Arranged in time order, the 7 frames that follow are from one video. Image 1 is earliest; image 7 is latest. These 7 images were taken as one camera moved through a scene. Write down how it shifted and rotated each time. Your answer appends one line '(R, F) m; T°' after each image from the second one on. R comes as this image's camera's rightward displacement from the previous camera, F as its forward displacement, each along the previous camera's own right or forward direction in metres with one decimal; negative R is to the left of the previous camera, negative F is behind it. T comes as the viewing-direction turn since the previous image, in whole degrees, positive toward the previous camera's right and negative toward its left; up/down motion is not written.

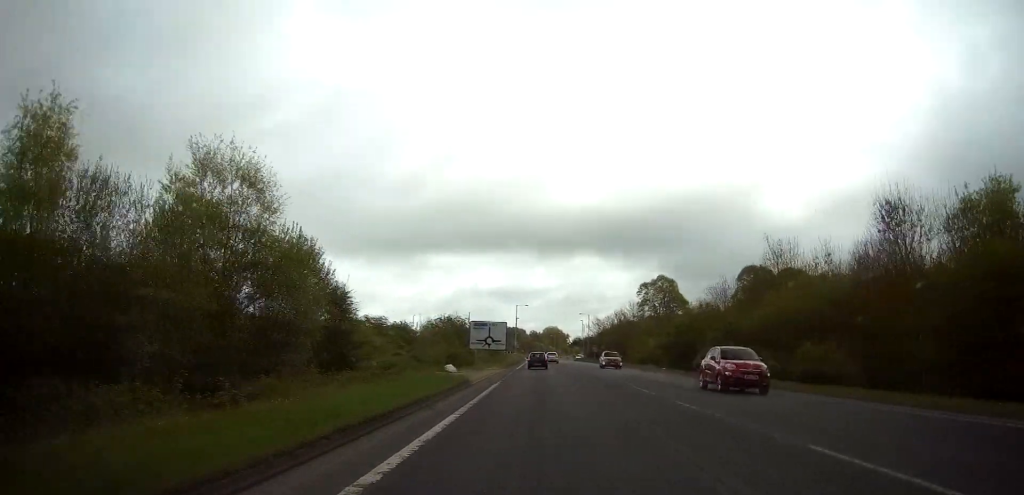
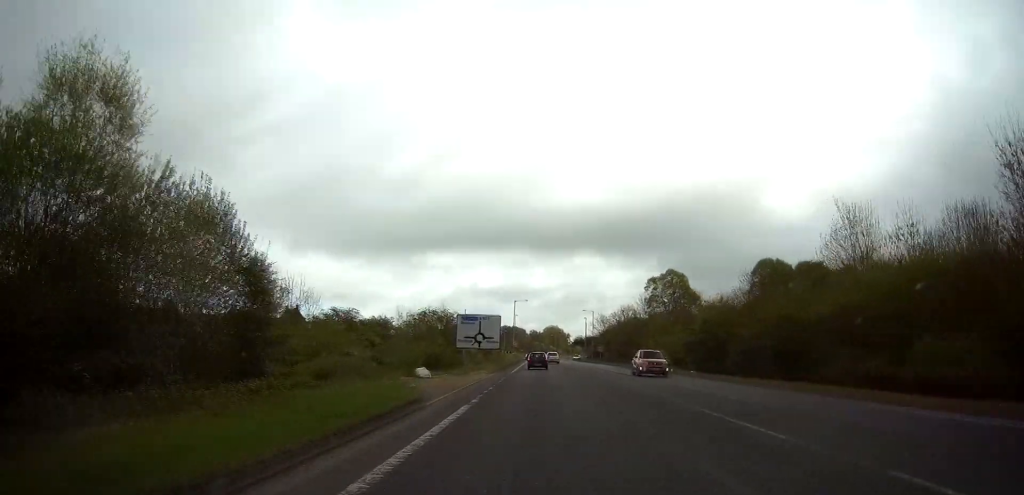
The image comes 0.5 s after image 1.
(0.0, +11.3) m; 0°
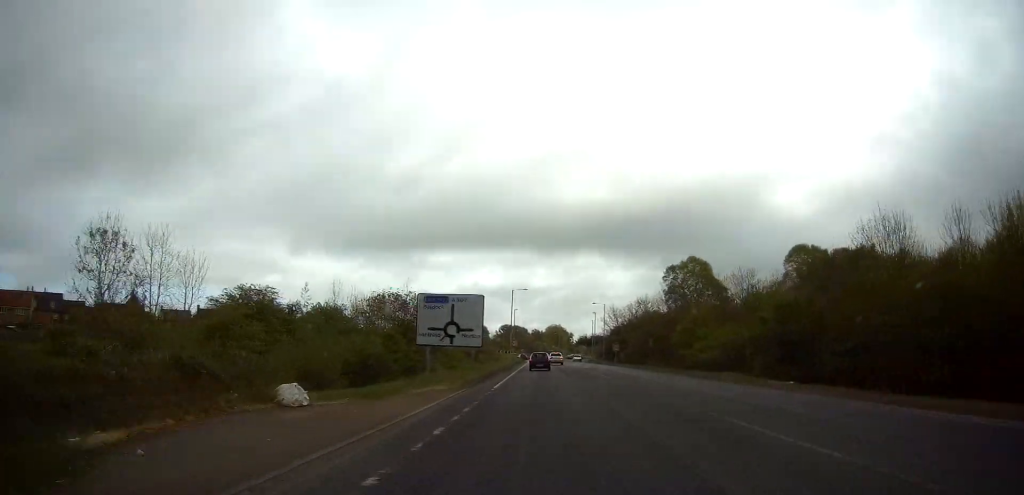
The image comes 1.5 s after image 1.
(-0.1, +19.6) m; 0°
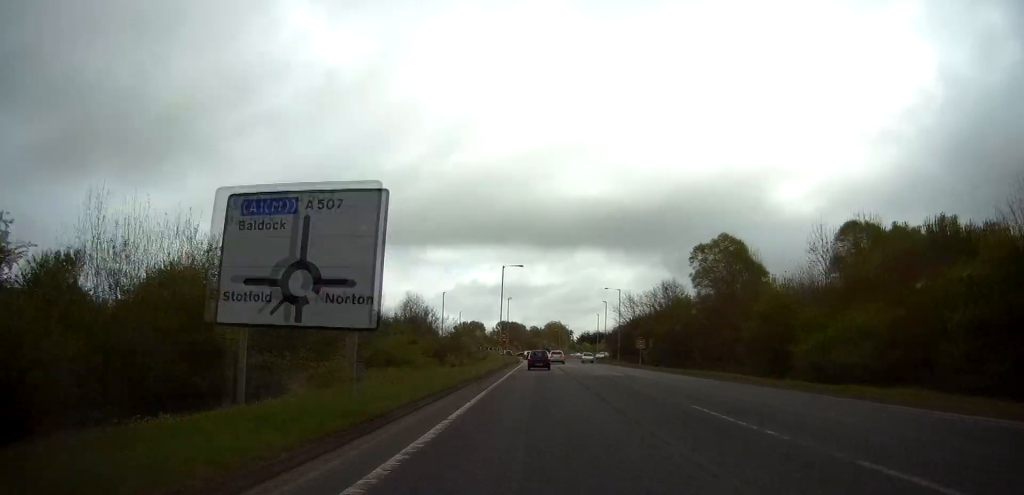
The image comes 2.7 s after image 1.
(0.0, +23.9) m; +1°
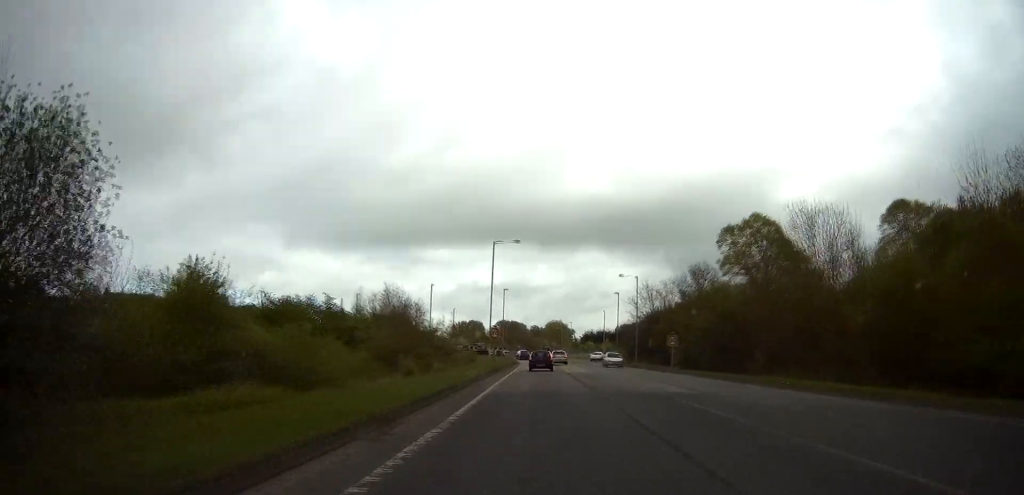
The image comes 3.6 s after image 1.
(+0.2, +16.6) m; 0°
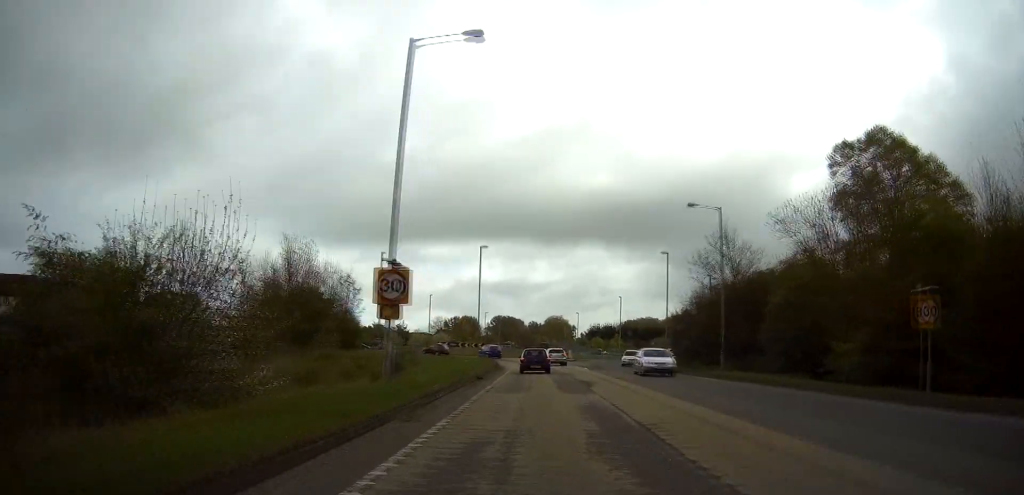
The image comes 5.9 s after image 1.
(-0.1, +38.2) m; 0°
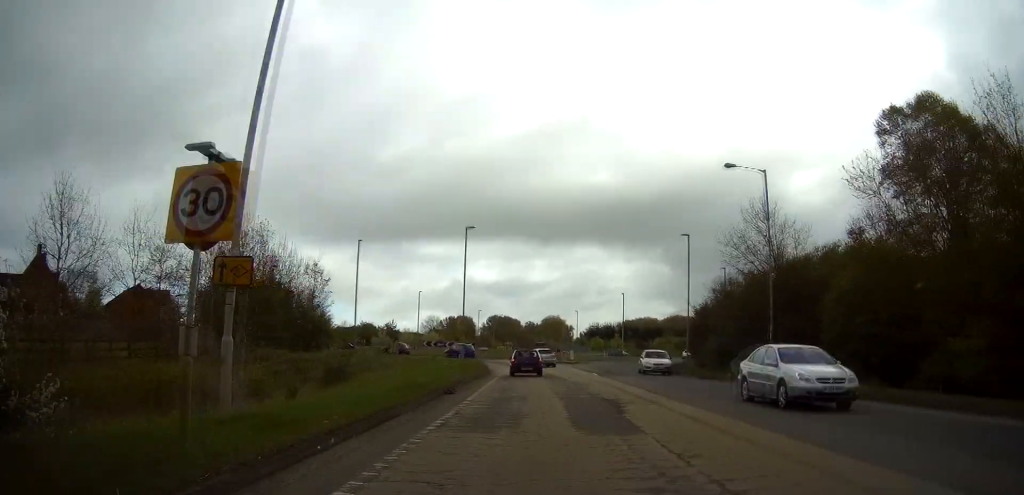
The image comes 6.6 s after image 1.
(0.0, +9.9) m; 0°
